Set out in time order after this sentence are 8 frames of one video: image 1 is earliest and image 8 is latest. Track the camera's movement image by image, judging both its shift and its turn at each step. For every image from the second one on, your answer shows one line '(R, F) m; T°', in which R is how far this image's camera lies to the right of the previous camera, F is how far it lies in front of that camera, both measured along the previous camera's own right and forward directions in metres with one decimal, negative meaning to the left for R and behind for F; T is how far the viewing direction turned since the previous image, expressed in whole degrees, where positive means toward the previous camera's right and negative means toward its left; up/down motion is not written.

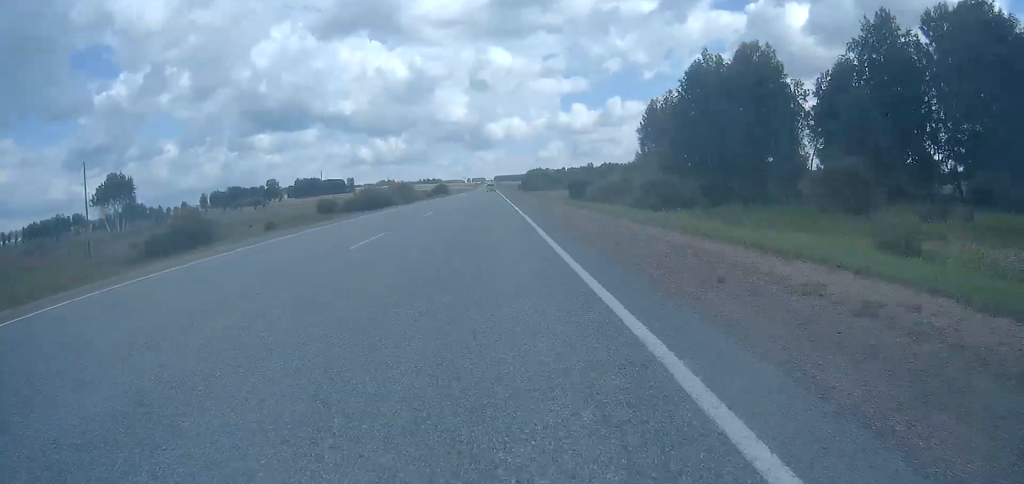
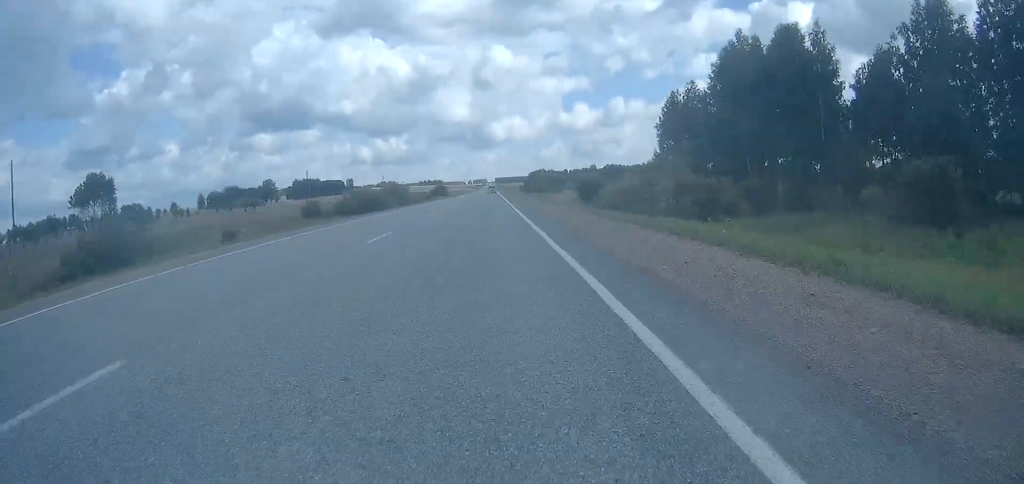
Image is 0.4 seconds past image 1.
(0.0, +10.7) m; 0°
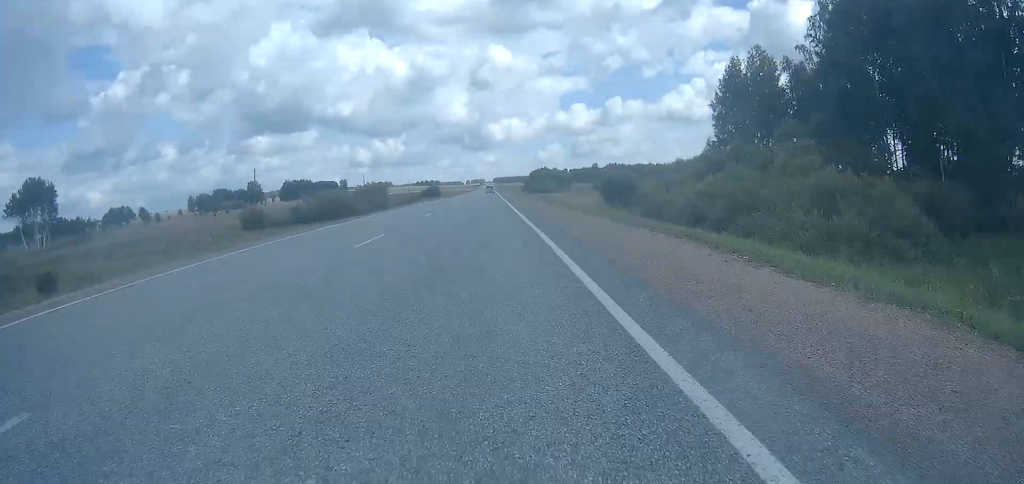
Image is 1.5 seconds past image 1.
(0.0, +25.3) m; 0°
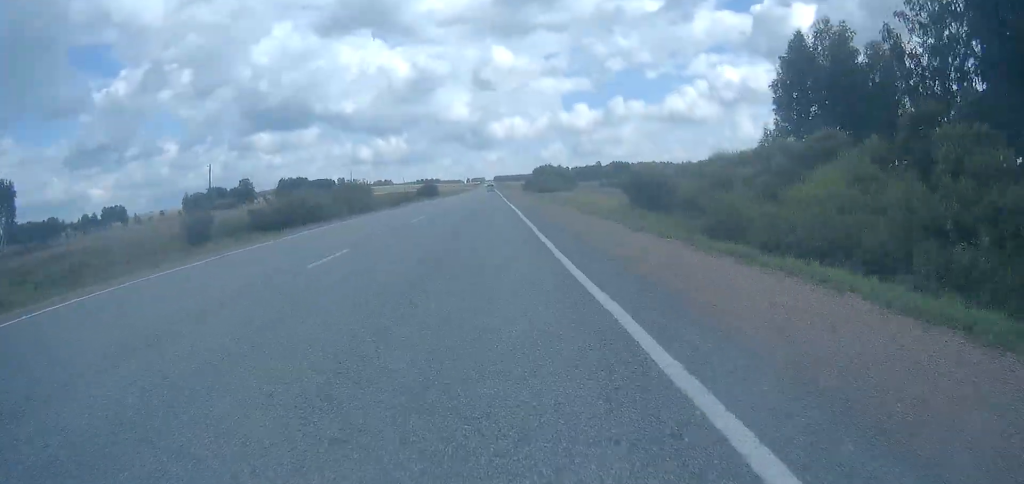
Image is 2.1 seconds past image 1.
(0.0, +15.5) m; 0°
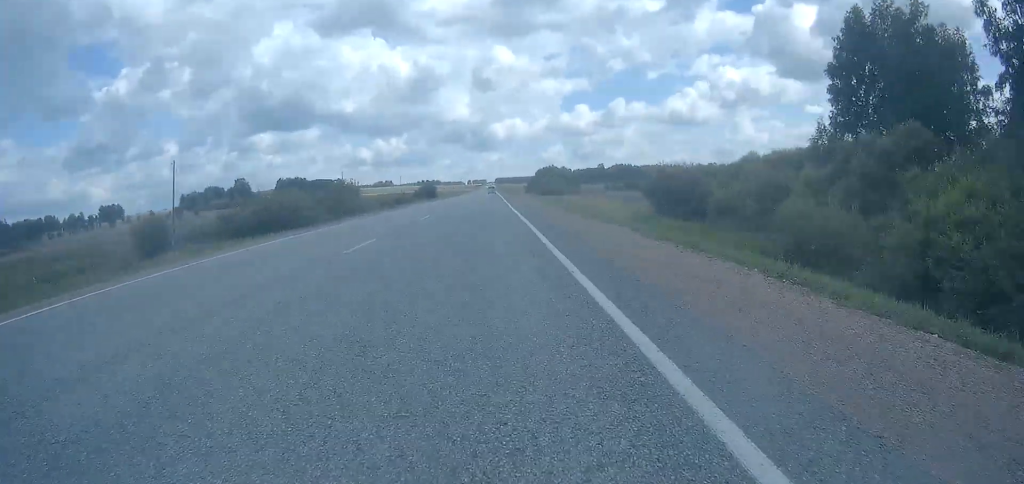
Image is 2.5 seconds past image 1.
(0.0, +9.8) m; 0°
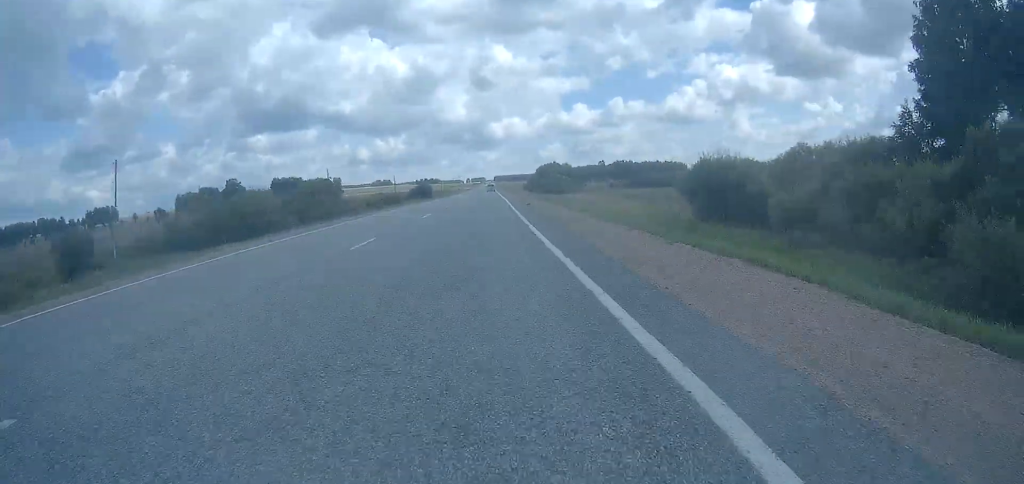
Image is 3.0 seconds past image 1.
(0.0, +11.4) m; 0°
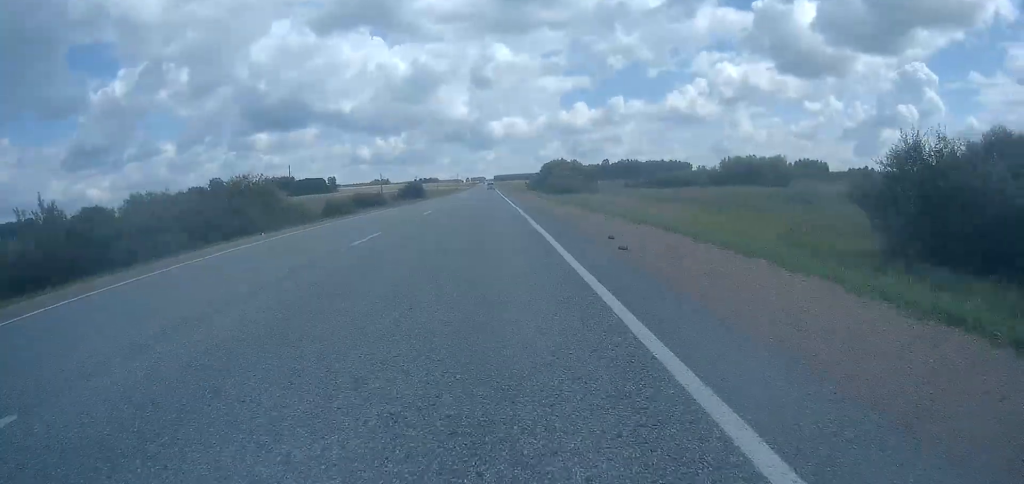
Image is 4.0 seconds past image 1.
(-0.1, +24.4) m; 0°
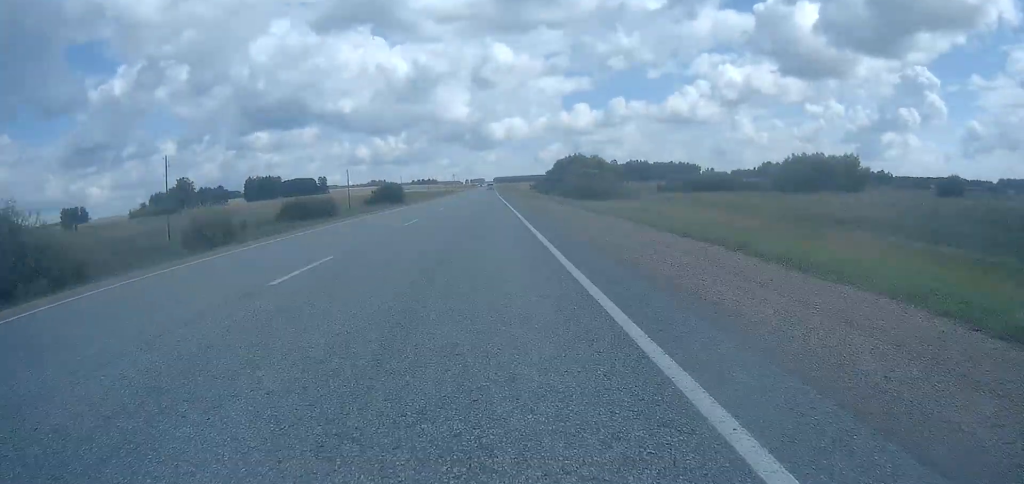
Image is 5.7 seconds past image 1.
(0.0, +40.5) m; 0°
